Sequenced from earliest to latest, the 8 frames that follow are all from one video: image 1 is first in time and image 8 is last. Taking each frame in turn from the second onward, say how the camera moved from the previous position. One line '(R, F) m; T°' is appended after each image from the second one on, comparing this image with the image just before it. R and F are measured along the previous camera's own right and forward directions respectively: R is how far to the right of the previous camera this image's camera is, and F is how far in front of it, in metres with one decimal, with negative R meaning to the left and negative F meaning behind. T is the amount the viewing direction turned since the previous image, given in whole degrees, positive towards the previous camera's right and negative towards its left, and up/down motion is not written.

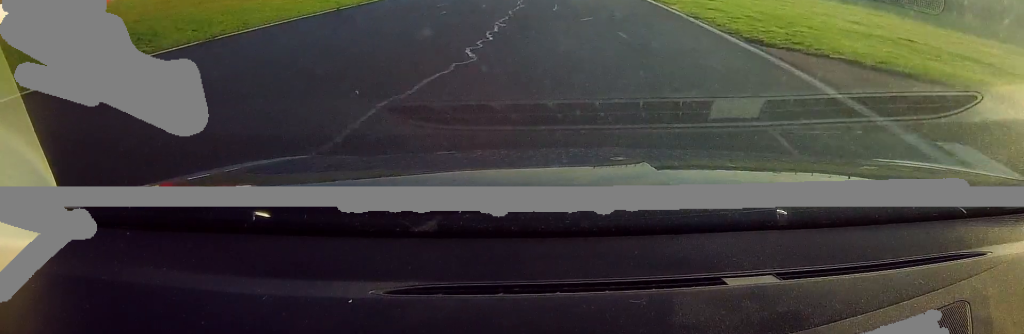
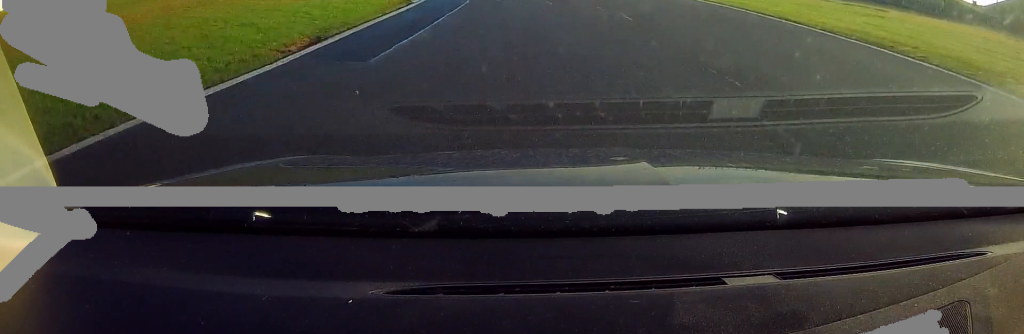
(-1.9, +27.6) m; -8°
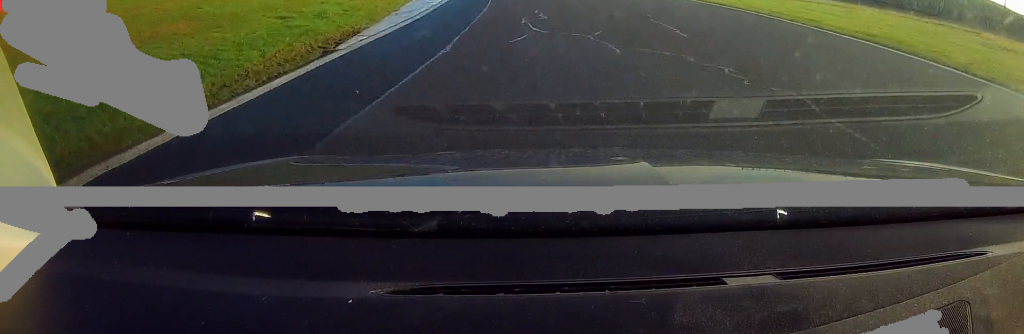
(0.0, +10.4) m; -2°
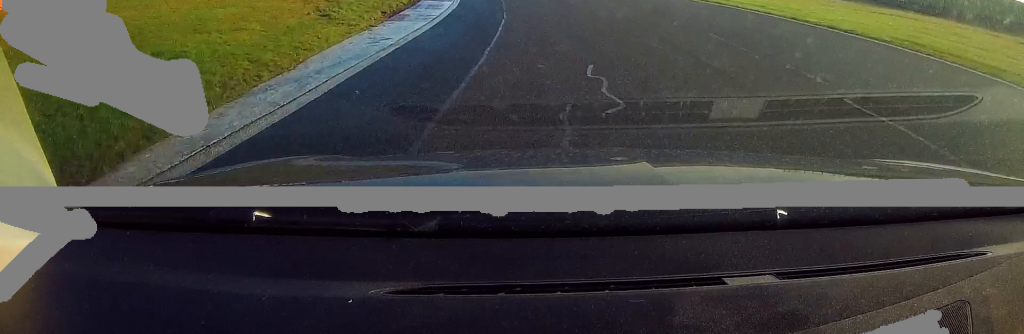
(-0.2, +9.1) m; -2°
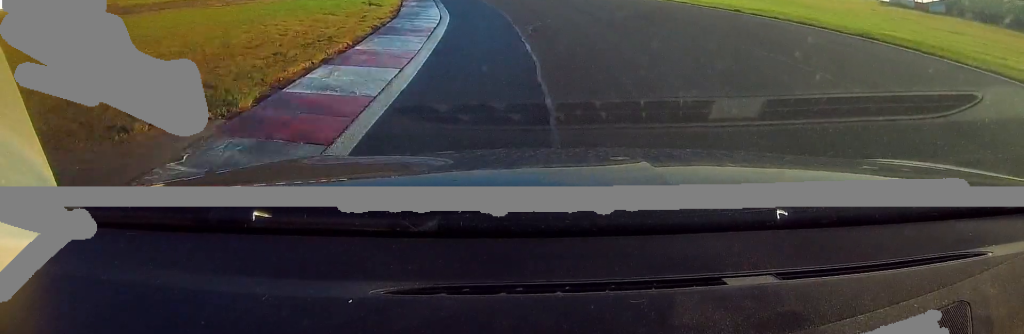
(-1.2, +22.4) m; -7°
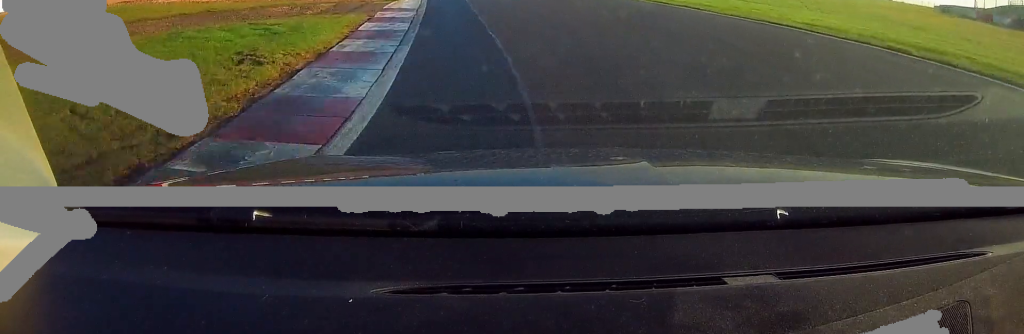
(-0.4, +9.8) m; -2°
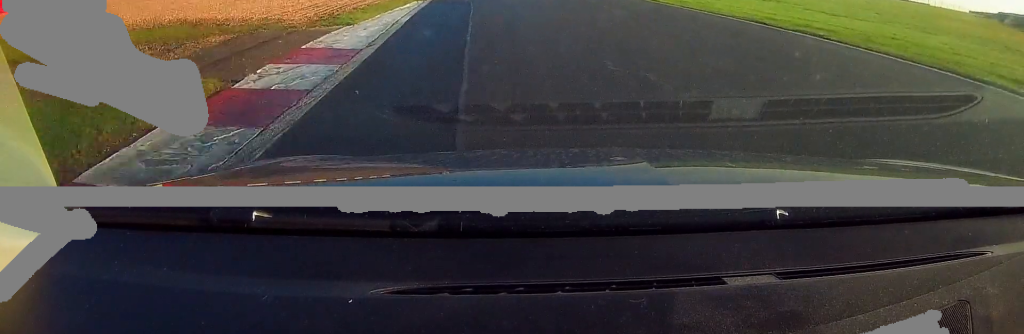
(-0.1, +9.3) m; -2°
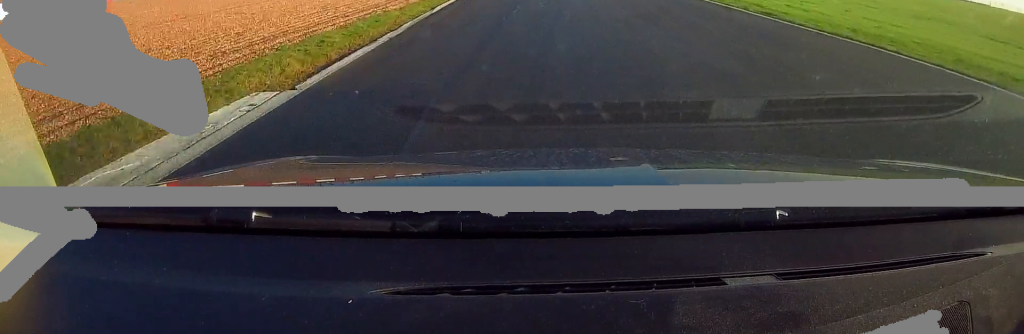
(-0.5, +17.0) m; -4°
